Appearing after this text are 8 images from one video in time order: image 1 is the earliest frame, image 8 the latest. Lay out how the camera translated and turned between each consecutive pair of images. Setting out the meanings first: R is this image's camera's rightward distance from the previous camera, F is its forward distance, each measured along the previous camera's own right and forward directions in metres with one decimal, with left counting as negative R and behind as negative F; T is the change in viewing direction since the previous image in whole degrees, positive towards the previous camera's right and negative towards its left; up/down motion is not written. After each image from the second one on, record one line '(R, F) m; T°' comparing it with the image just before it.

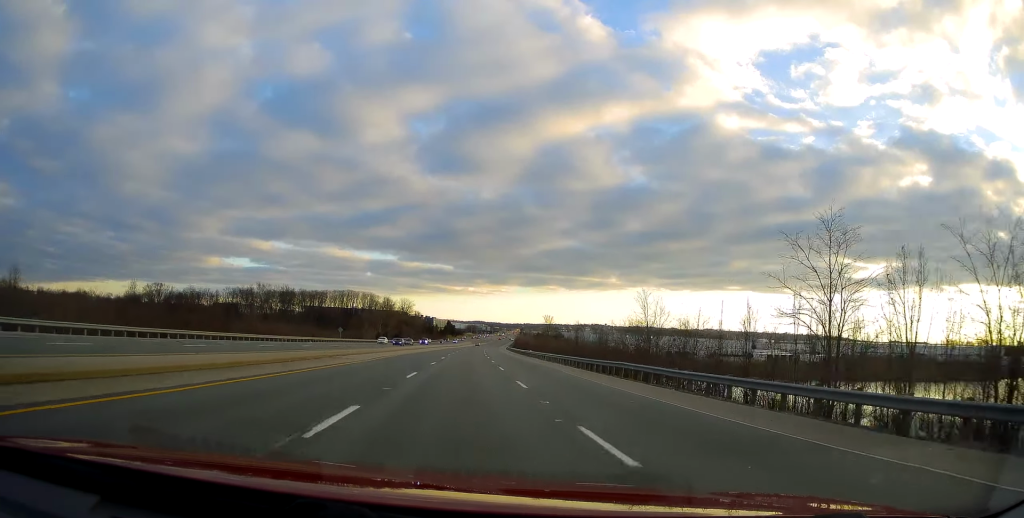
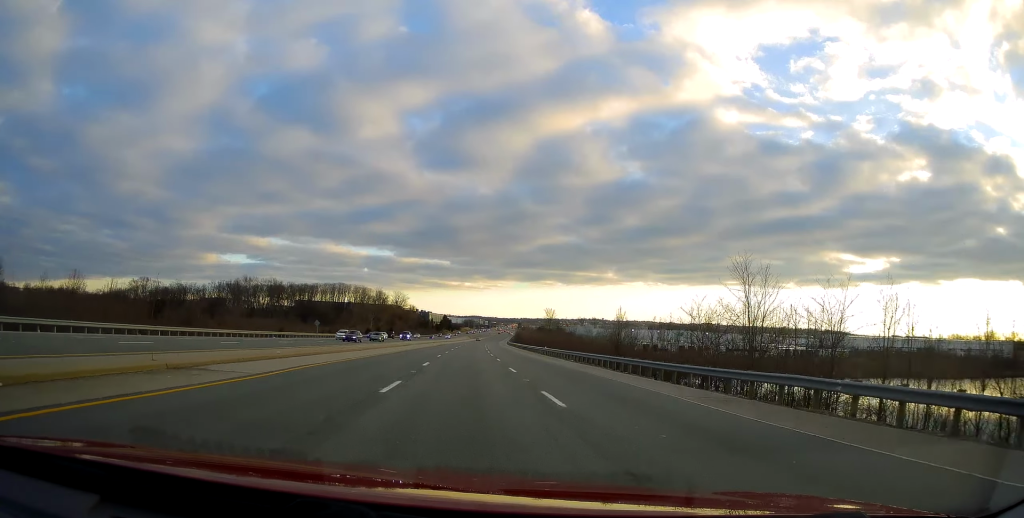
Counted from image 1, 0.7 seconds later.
(0.0, +18.7) m; 0°
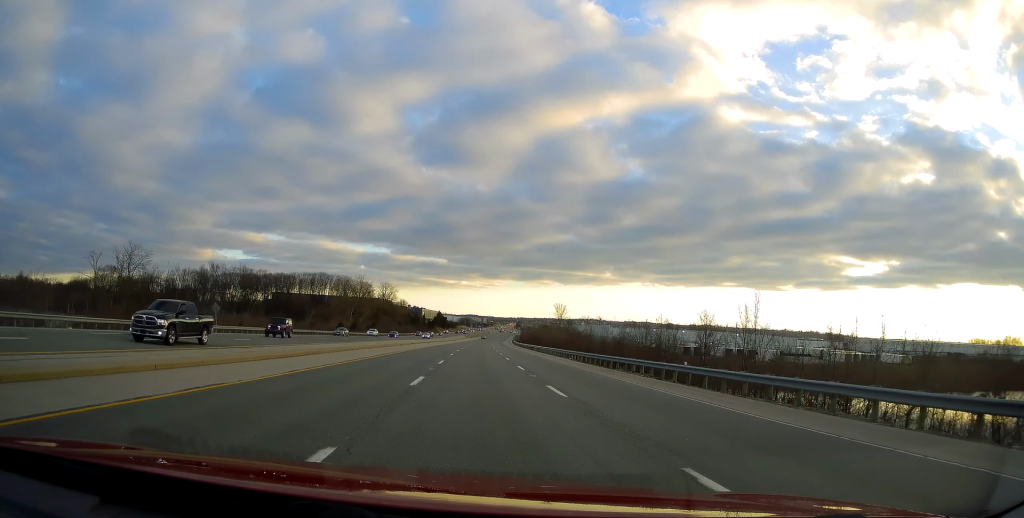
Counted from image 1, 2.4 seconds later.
(0.0, +46.0) m; 0°
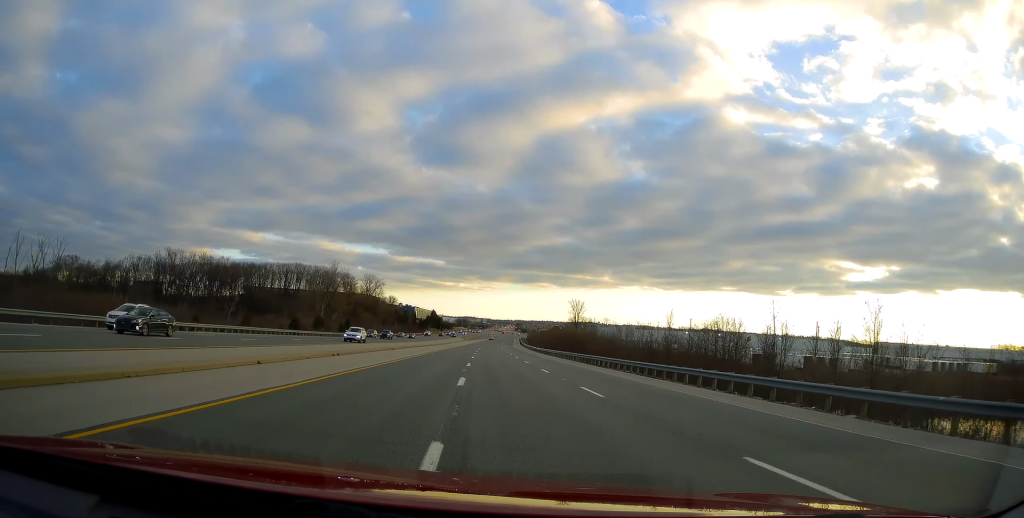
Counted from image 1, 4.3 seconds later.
(+1.3, +47.9) m; +1°
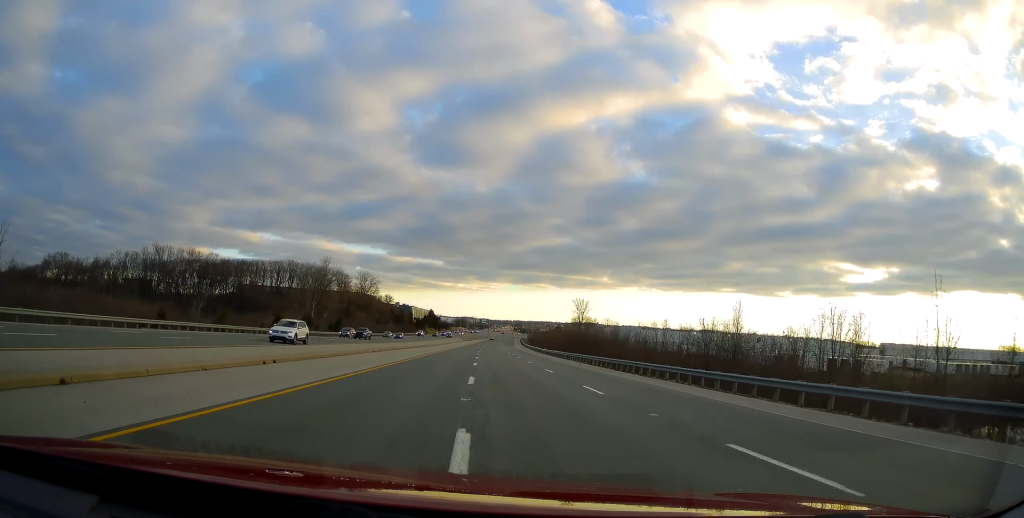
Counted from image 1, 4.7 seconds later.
(+0.1, +11.2) m; 0°
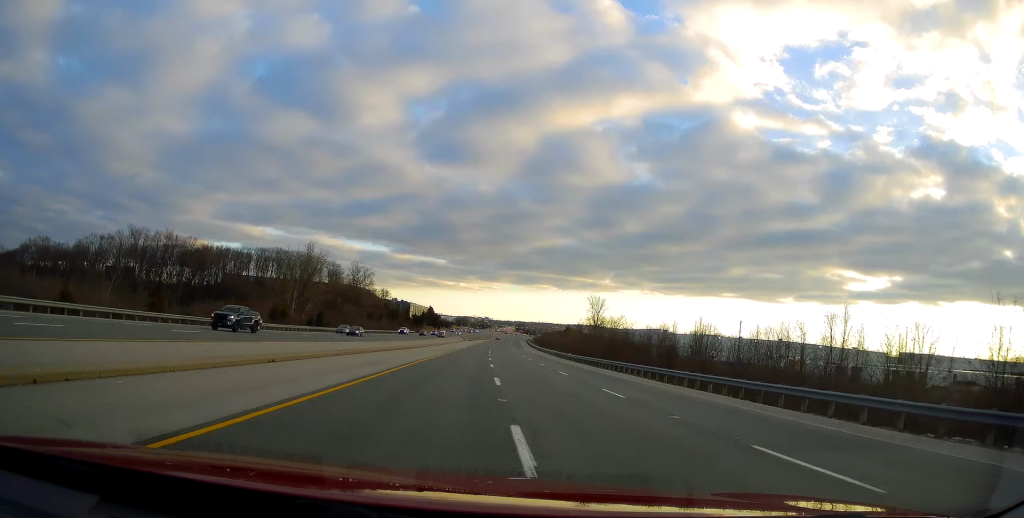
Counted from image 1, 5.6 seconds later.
(-0.6, +23.7) m; 0°
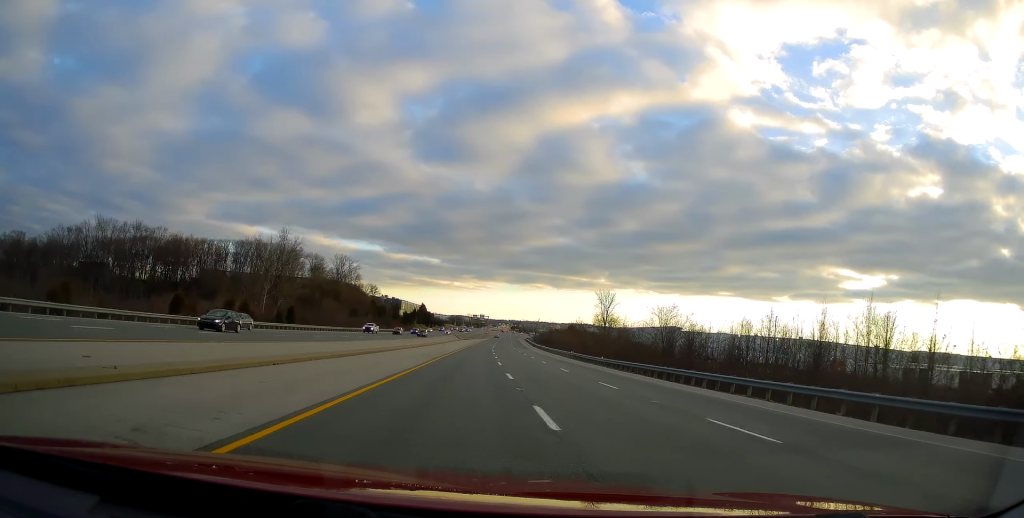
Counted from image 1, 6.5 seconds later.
(+0.6, +20.8) m; +2°
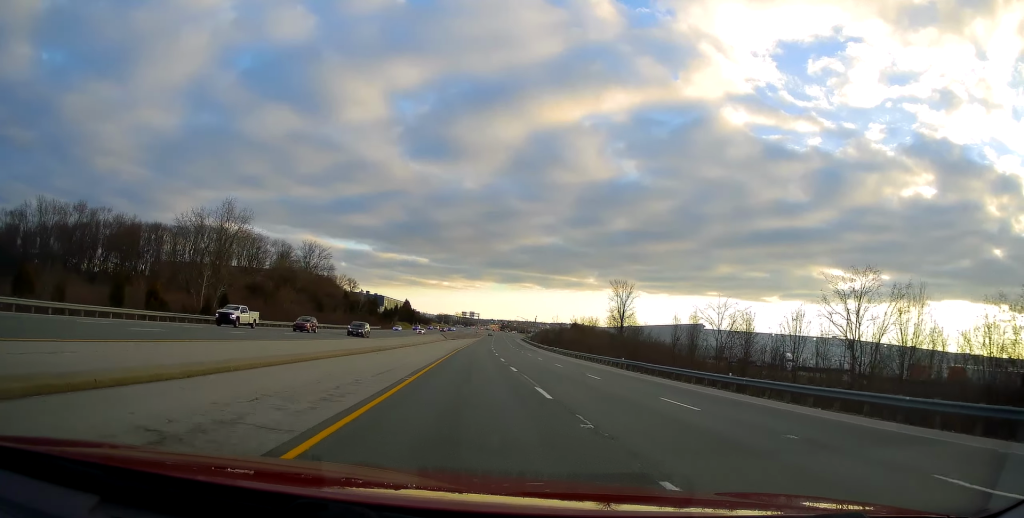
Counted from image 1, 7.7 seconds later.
(+0.1, +31.2) m; 0°
